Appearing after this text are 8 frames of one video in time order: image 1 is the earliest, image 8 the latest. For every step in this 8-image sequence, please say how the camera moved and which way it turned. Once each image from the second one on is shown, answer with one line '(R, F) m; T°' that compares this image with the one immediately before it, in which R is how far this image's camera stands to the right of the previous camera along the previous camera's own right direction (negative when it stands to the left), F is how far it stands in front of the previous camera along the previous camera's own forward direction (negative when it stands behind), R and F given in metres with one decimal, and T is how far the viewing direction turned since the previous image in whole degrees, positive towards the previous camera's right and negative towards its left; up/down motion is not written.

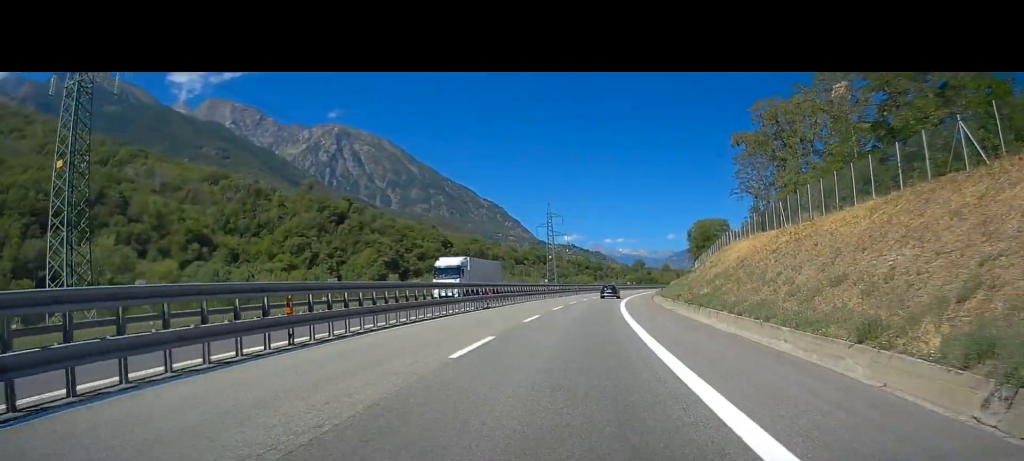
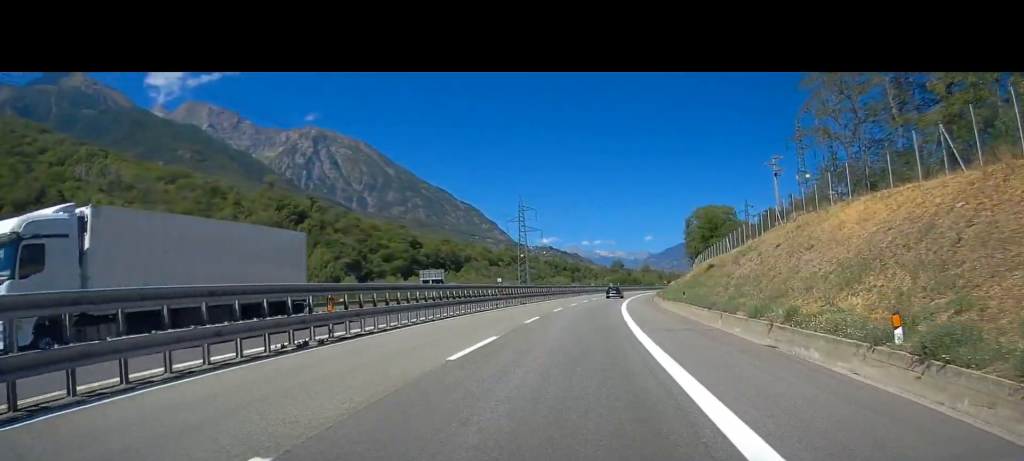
(+0.3, +20.2) m; +1°
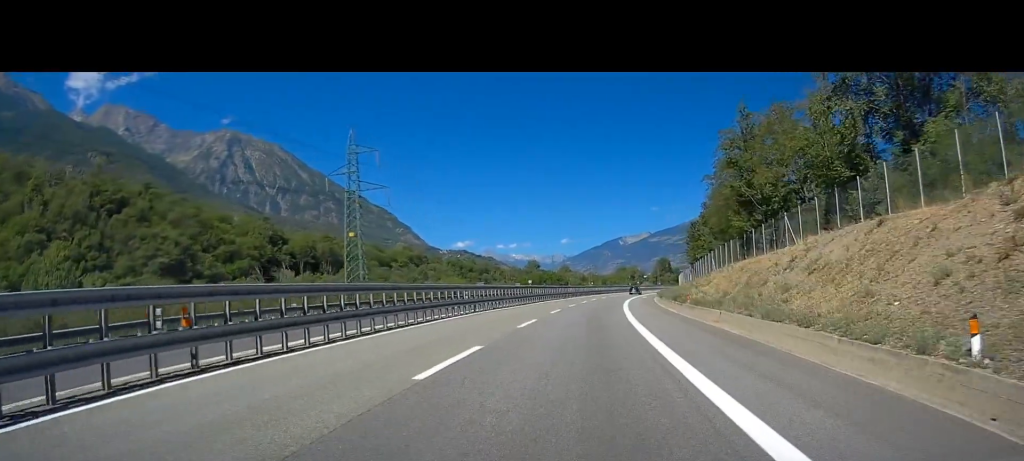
(+3.3, +74.5) m; +6°
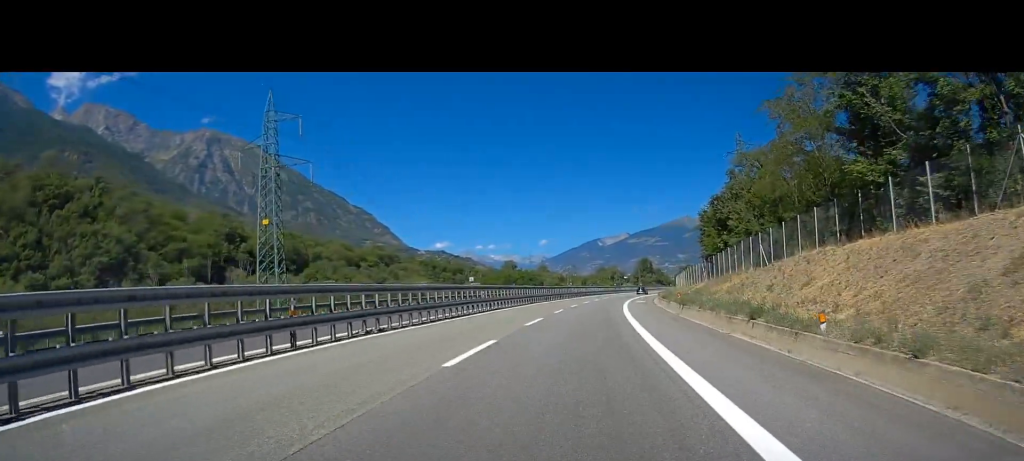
(+0.3, +19.9) m; +2°
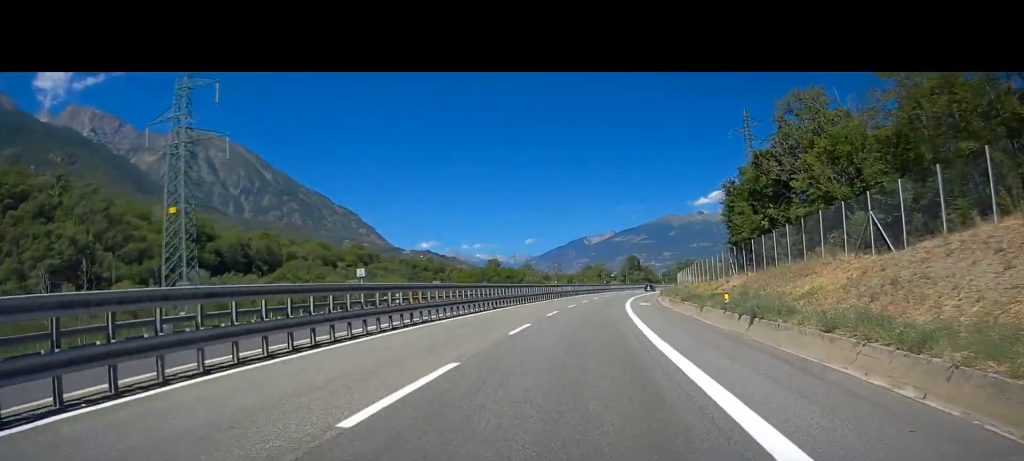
(+0.1, +15.9) m; +1°
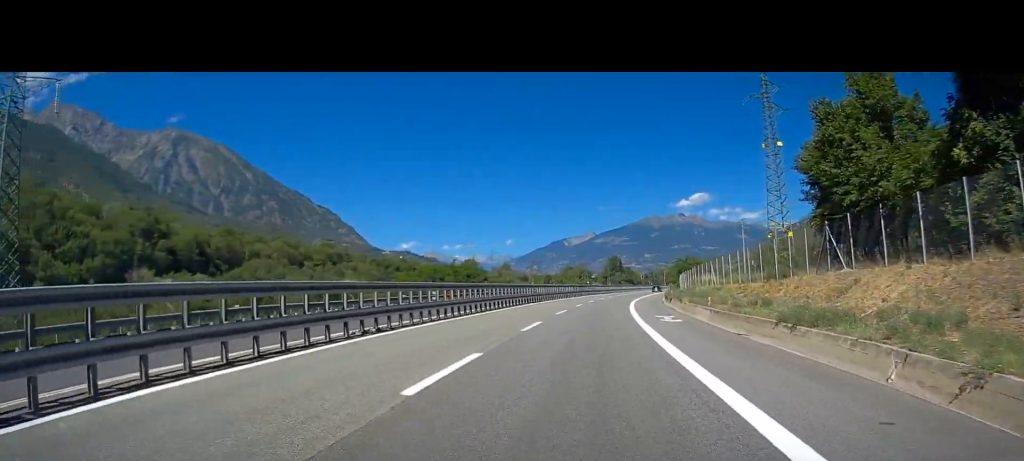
(+0.3, +21.5) m; +2°
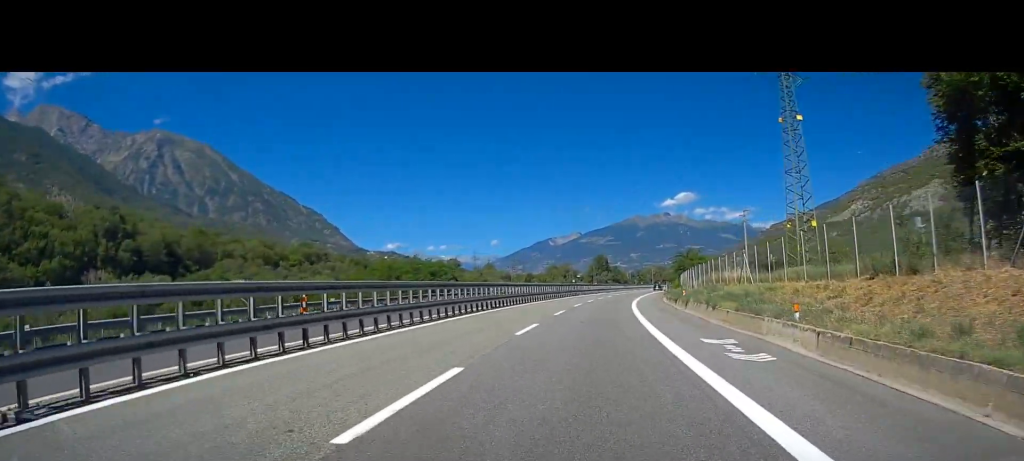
(+0.1, +14.0) m; +2°
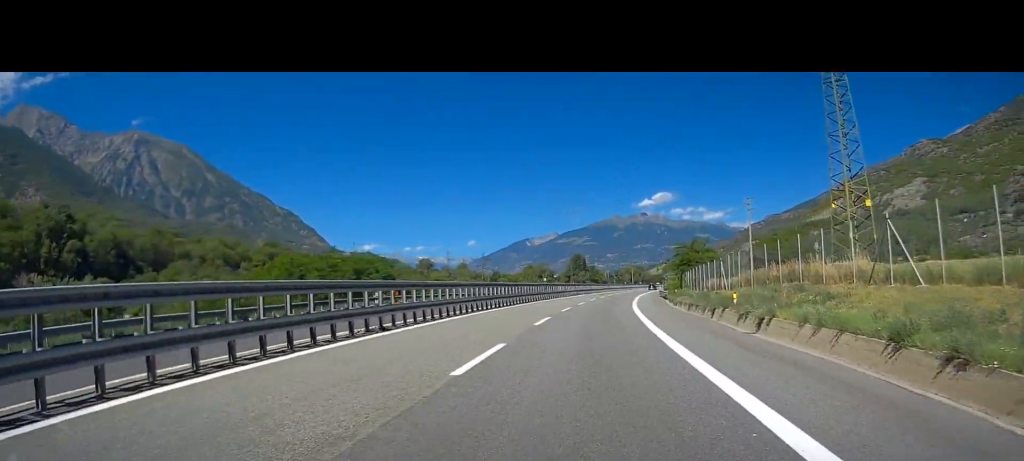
(+0.5, +19.8) m; +2°
